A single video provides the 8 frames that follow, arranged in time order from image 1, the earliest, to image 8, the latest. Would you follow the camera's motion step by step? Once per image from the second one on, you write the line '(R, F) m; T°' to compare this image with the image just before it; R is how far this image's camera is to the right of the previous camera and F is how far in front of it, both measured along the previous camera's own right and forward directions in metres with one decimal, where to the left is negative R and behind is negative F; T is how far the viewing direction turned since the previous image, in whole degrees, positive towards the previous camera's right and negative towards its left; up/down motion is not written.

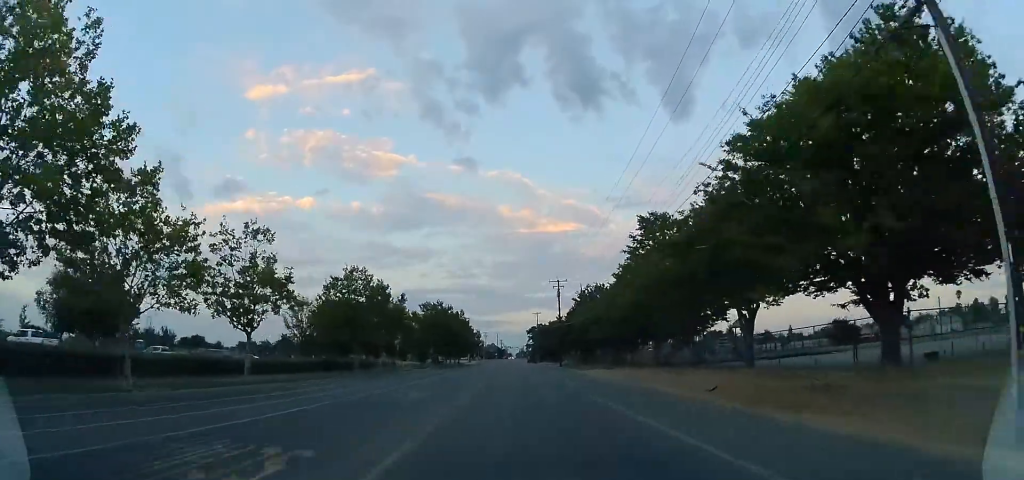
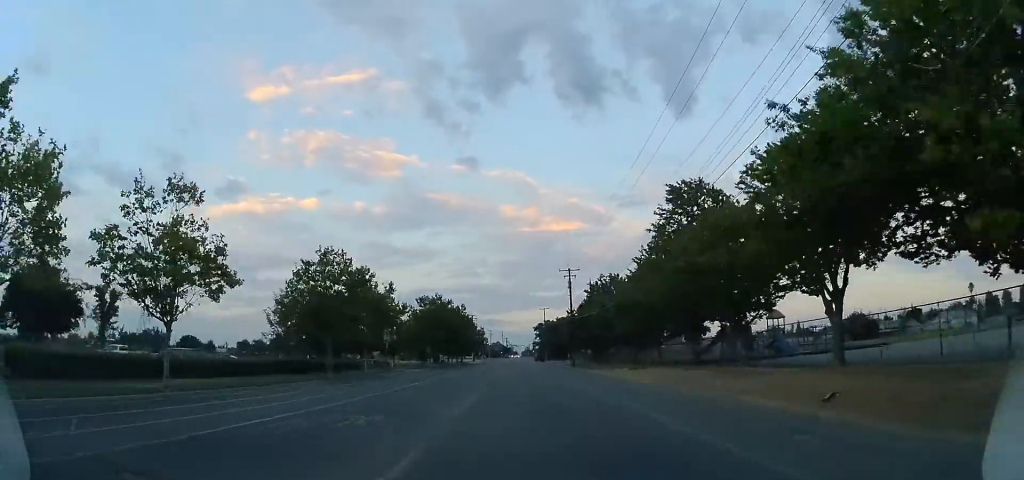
(+0.1, +7.3) m; 0°
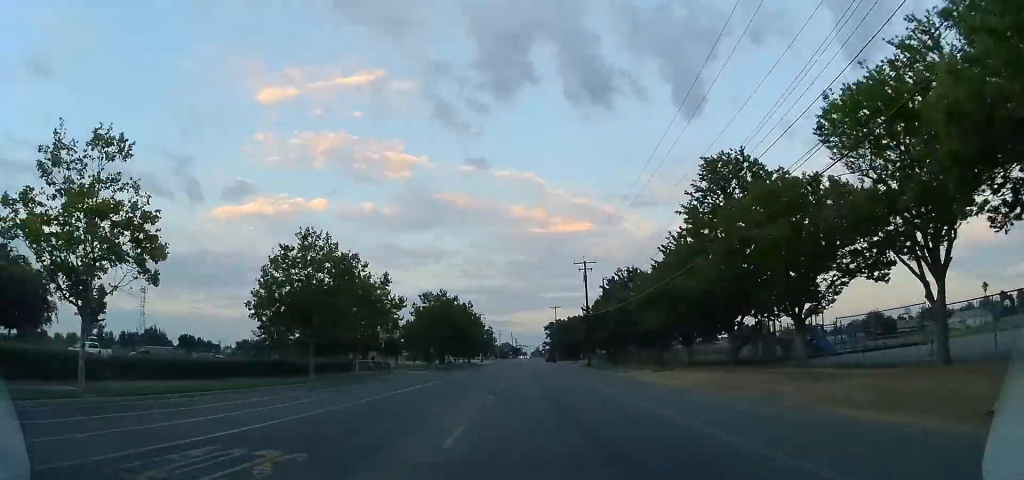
(-0.2, +5.3) m; -1°
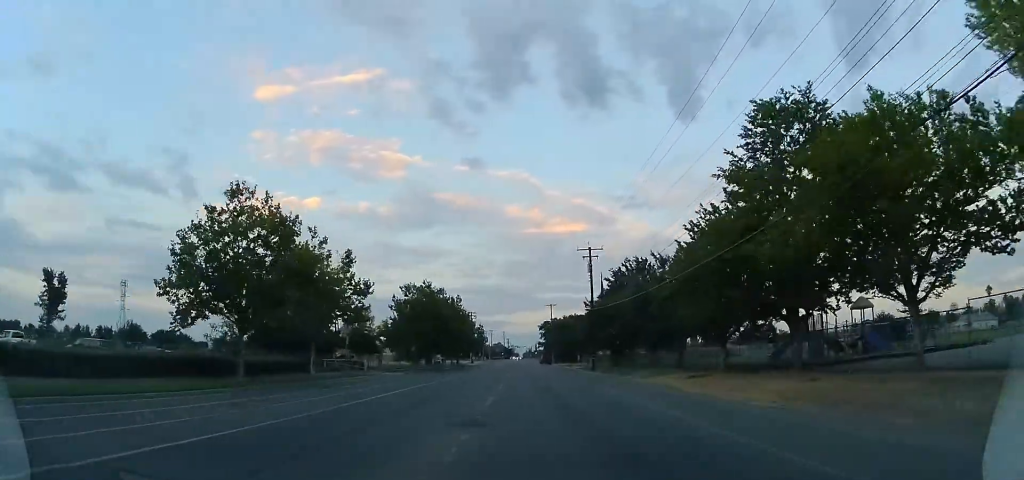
(-0.1, +8.2) m; -1°
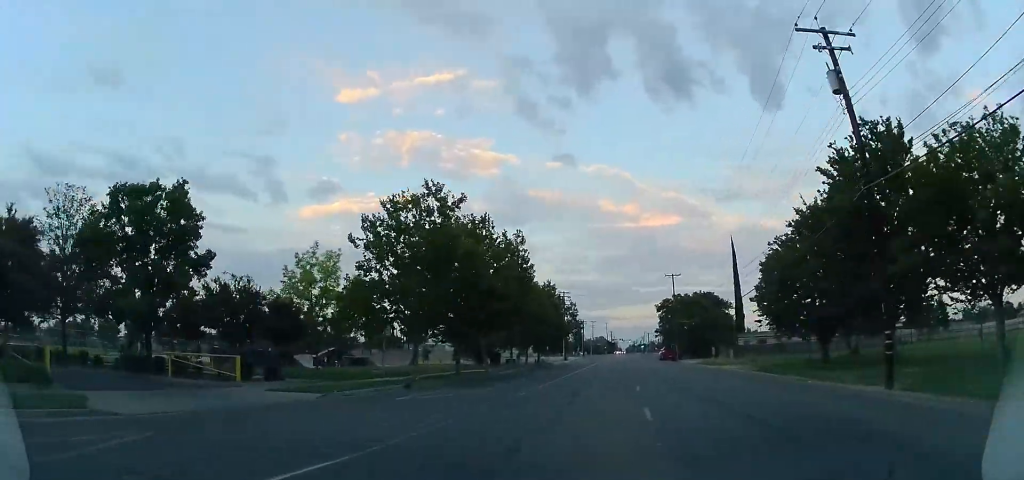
(-1.2, +36.6) m; -11°
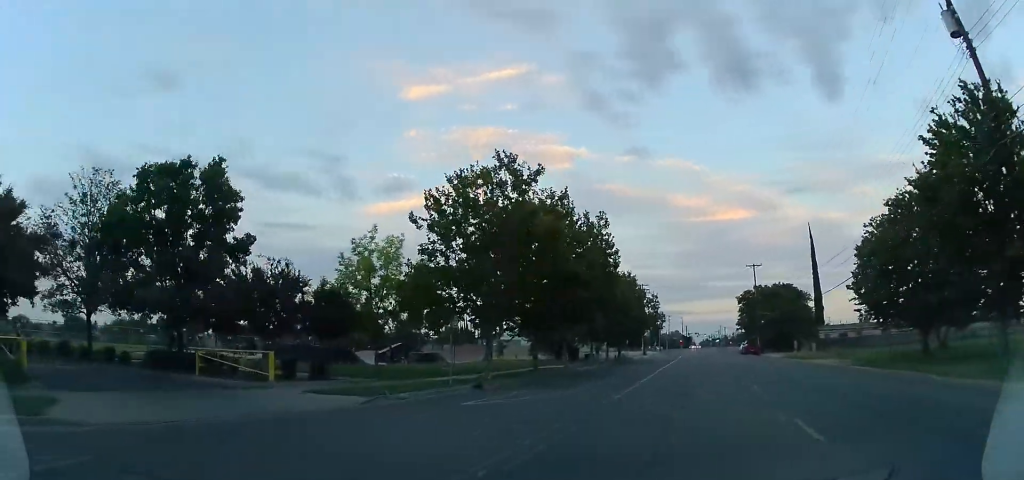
(-0.2, +3.7) m; -8°
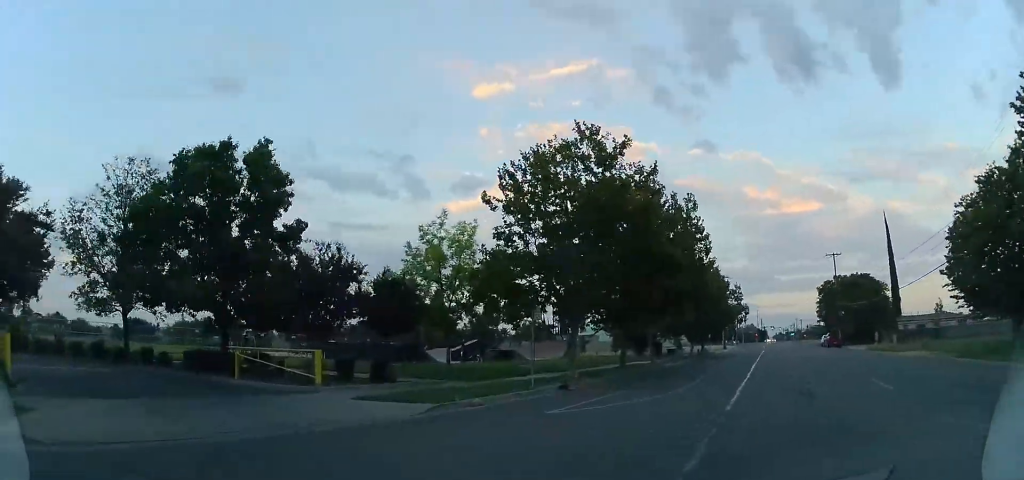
(-0.5, +2.9) m; -10°
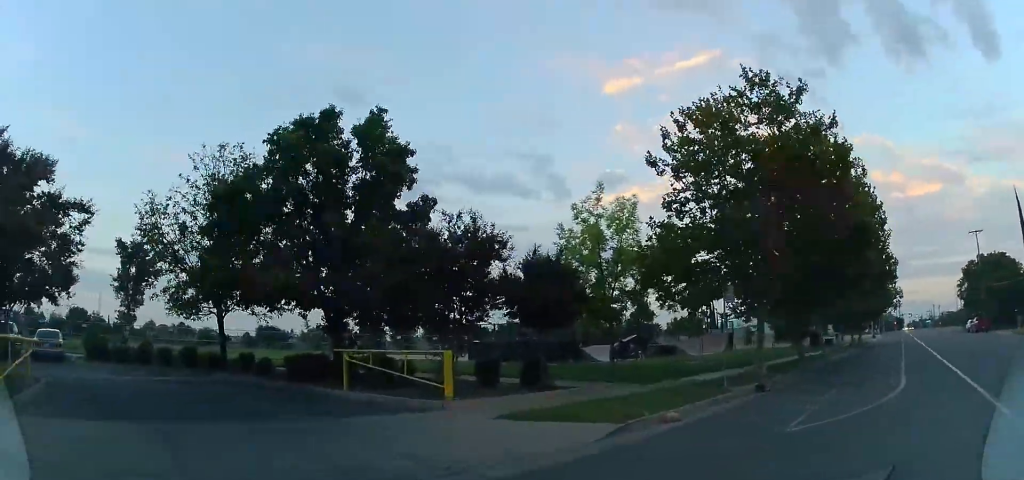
(-0.6, +4.2) m; -17°
